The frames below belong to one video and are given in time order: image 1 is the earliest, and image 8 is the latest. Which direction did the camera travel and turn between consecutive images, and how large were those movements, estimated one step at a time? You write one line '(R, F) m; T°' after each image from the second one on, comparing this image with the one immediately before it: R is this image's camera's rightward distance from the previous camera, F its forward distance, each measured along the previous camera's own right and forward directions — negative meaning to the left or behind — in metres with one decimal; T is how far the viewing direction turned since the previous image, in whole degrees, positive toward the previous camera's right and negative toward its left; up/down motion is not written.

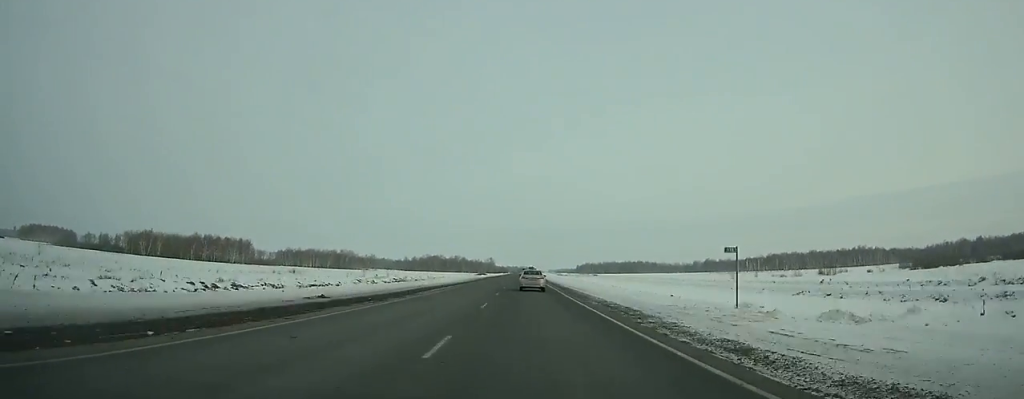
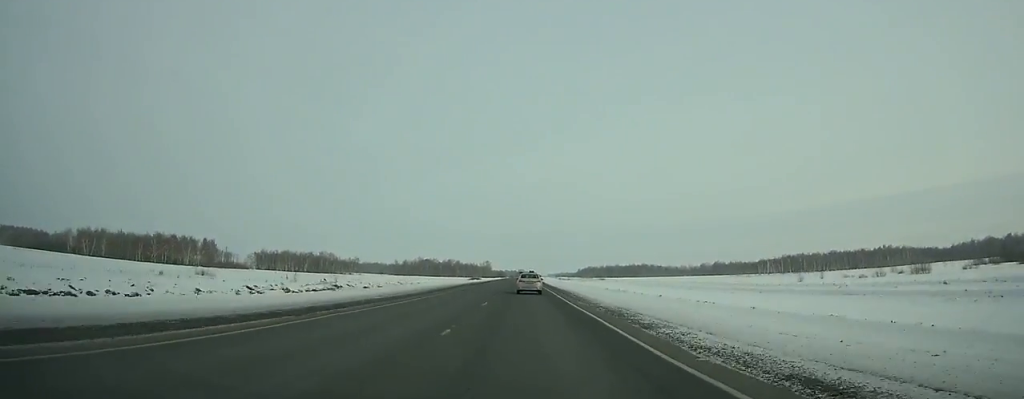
(+0.5, +44.5) m; 0°
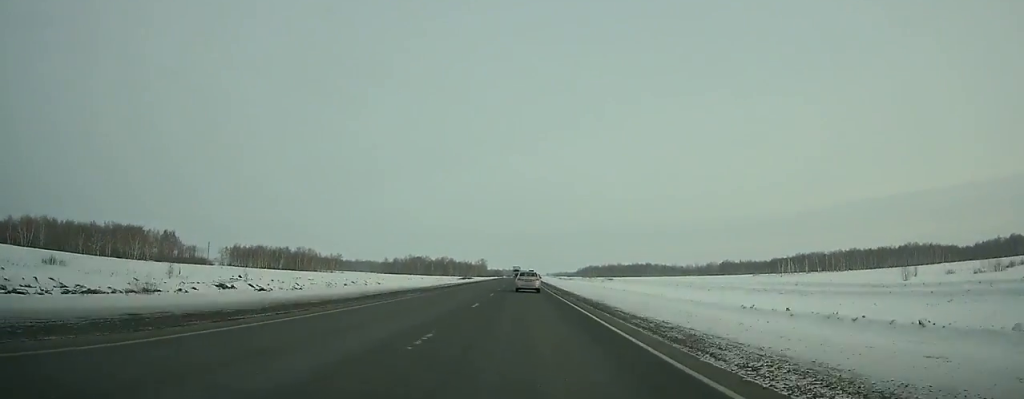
(+0.2, +38.6) m; 0°
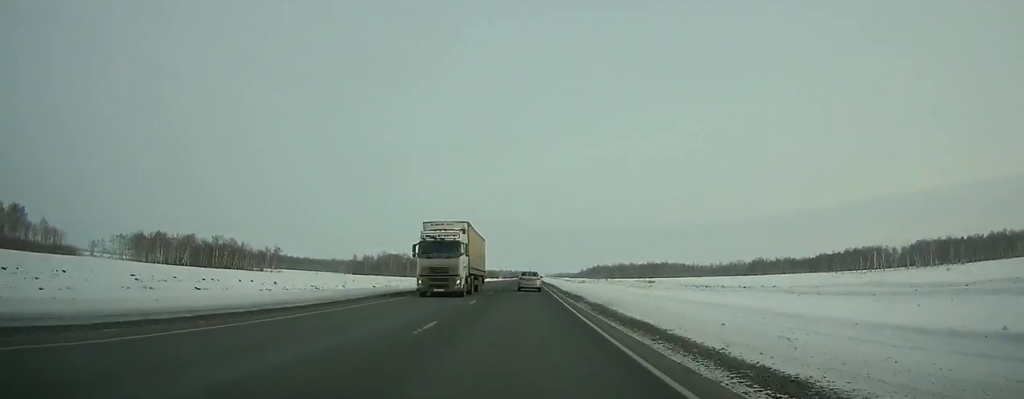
(0.0, +106.2) m; 0°
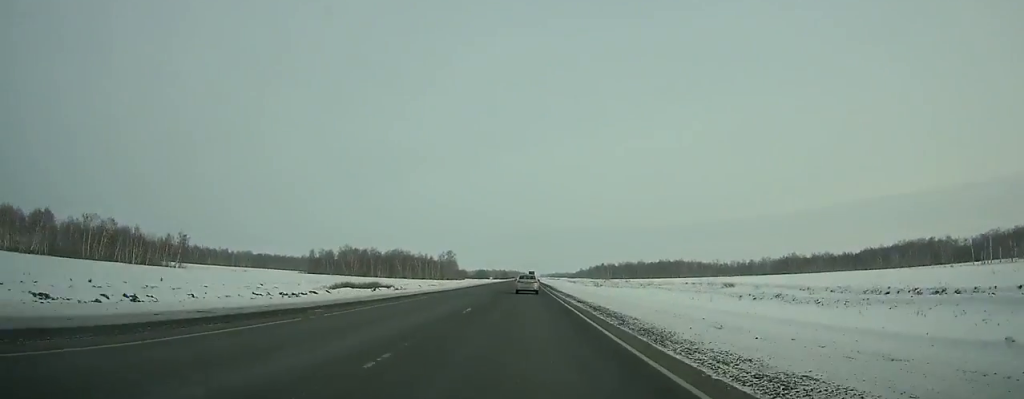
(+0.4, +88.7) m; 0°
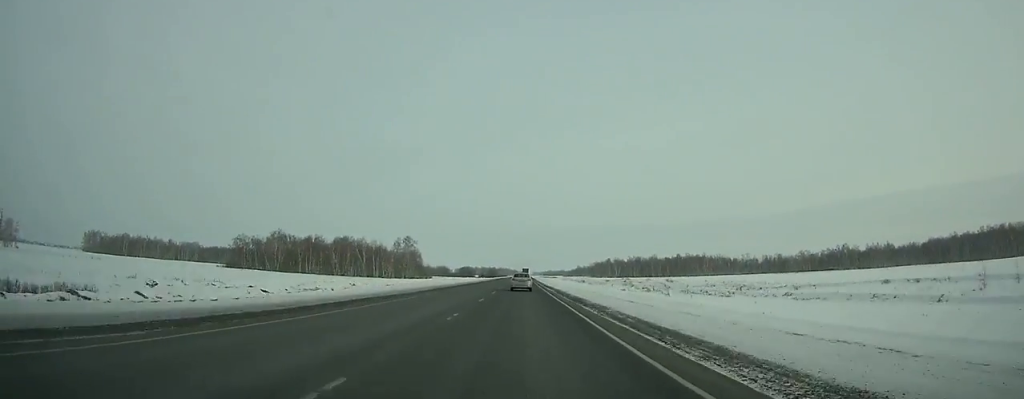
(+0.4, +101.2) m; 0°
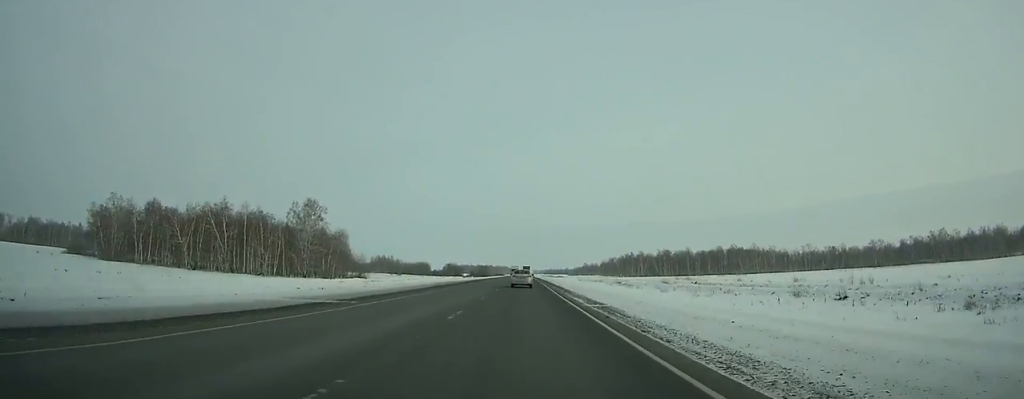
(+0.5, +107.6) m; 0°
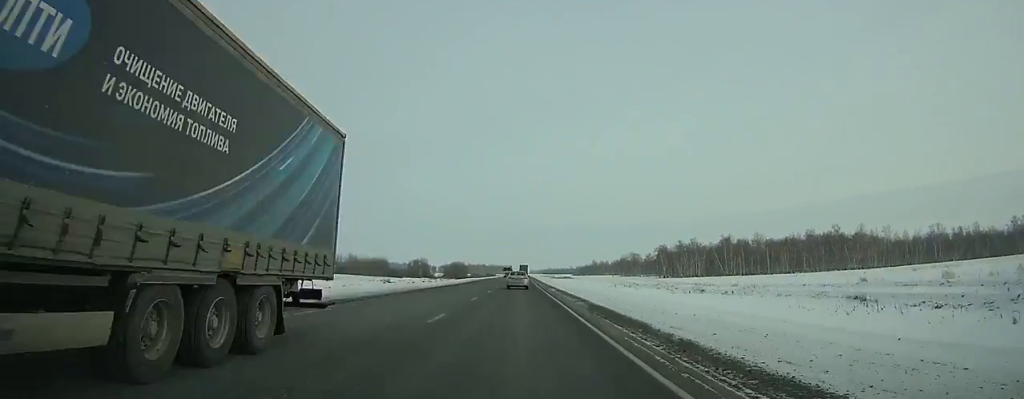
(+0.1, +131.3) m; 0°
